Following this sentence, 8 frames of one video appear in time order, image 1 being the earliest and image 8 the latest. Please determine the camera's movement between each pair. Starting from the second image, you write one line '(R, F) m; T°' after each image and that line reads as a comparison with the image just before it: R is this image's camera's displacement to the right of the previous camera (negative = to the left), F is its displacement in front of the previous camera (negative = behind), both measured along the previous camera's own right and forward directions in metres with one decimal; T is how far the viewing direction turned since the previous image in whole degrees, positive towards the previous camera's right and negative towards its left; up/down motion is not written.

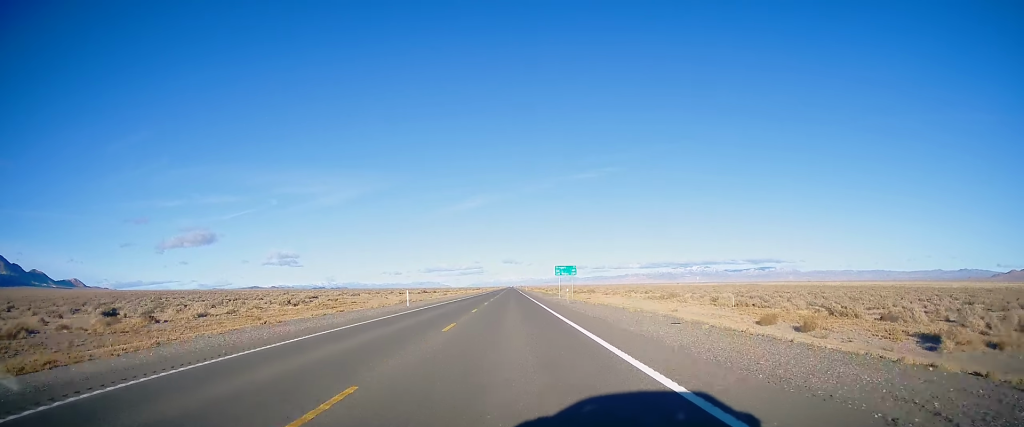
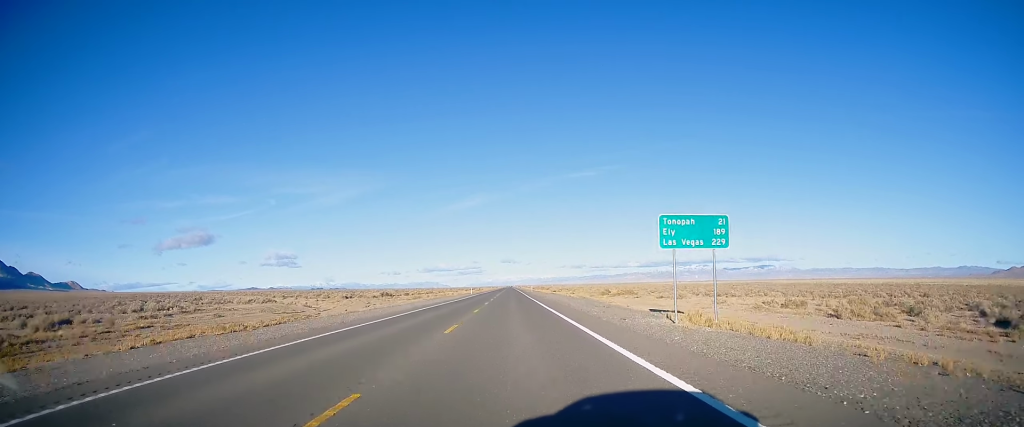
(-0.2, +48.4) m; 0°
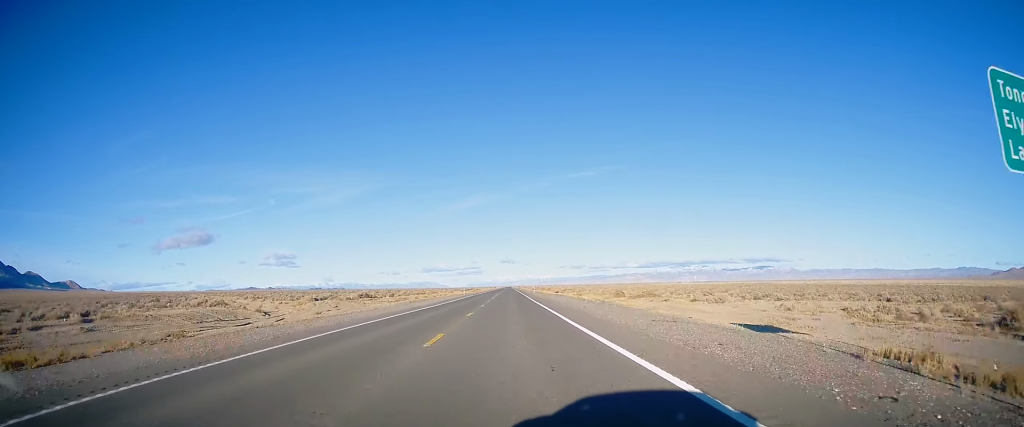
(+0.2, +15.8) m; 0°
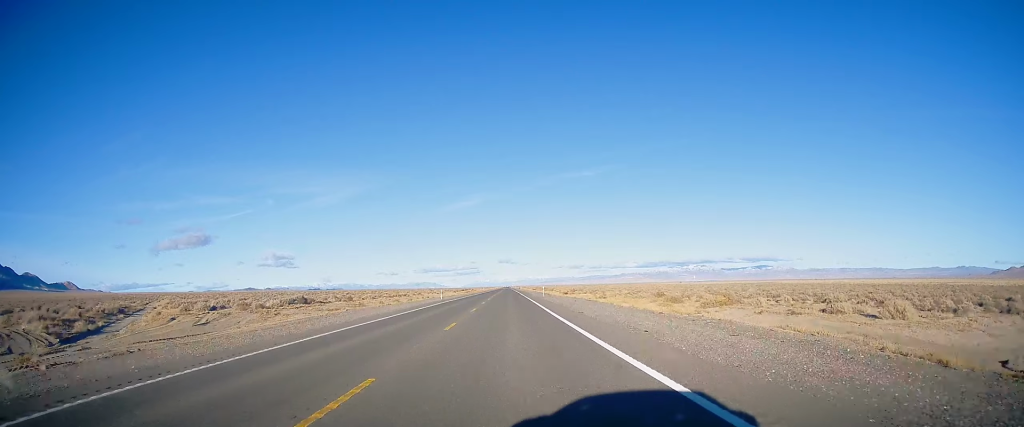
(-0.1, +31.5) m; 0°
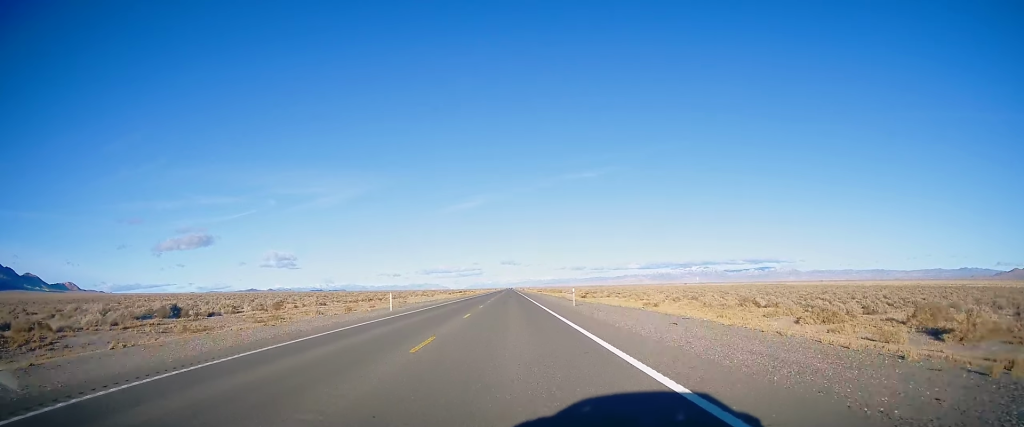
(-0.2, +30.3) m; 0°
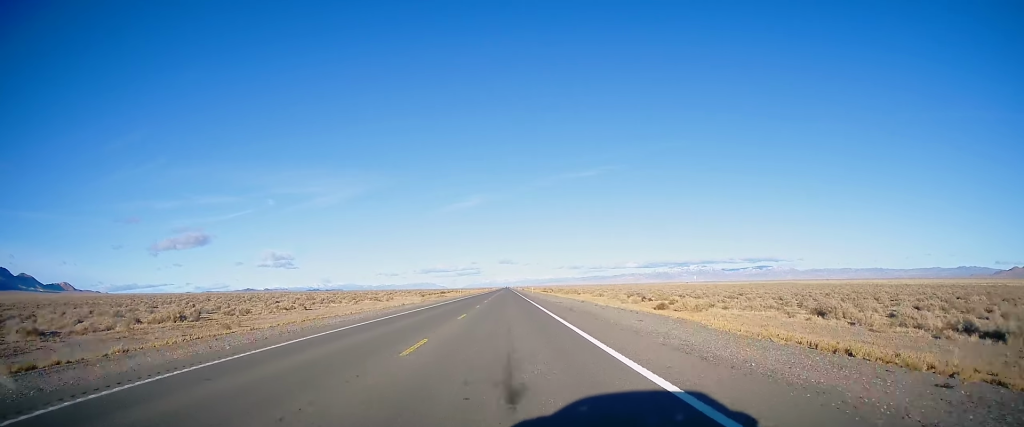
(+0.8, +61.6) m; +1°
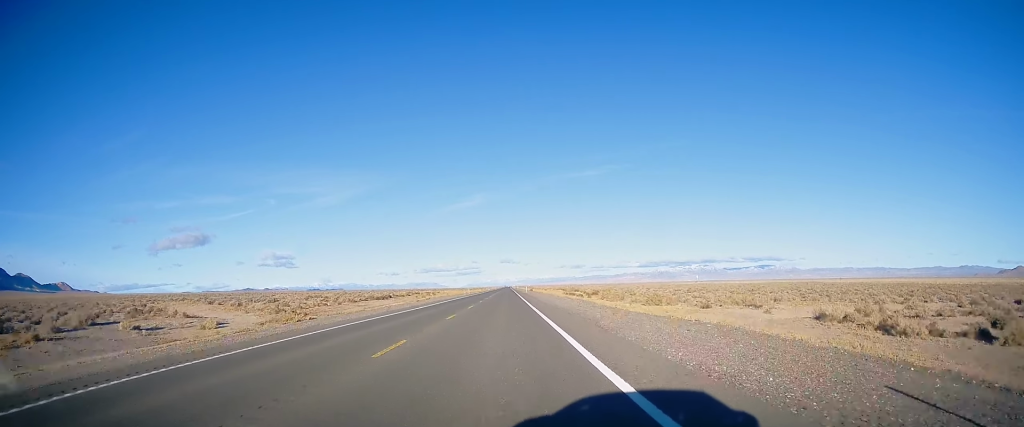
(0.0, +97.2) m; -1°
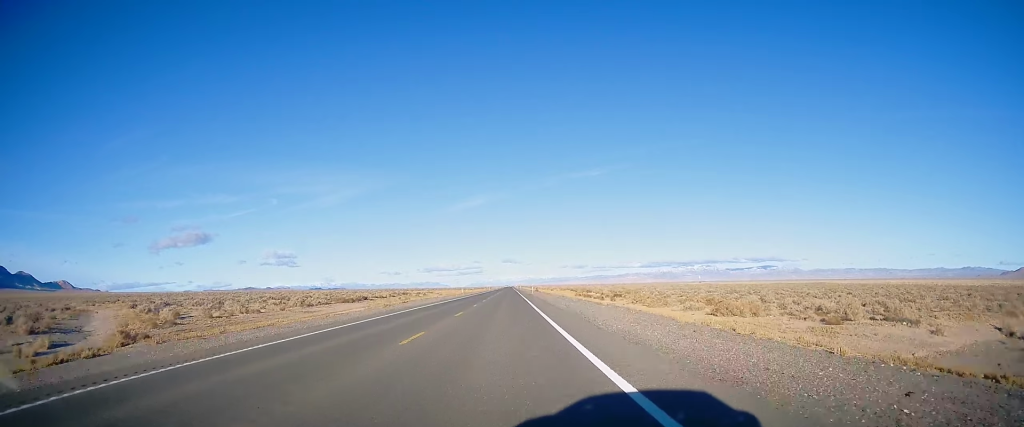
(-0.1, +22.1) m; 0°
